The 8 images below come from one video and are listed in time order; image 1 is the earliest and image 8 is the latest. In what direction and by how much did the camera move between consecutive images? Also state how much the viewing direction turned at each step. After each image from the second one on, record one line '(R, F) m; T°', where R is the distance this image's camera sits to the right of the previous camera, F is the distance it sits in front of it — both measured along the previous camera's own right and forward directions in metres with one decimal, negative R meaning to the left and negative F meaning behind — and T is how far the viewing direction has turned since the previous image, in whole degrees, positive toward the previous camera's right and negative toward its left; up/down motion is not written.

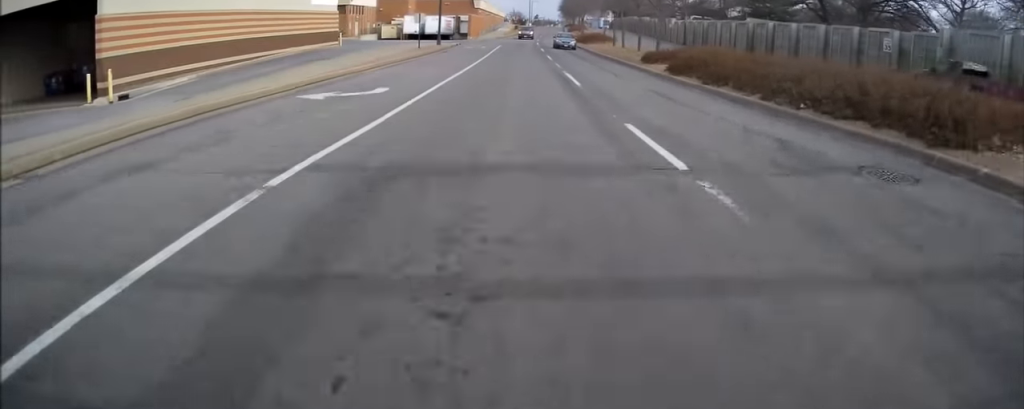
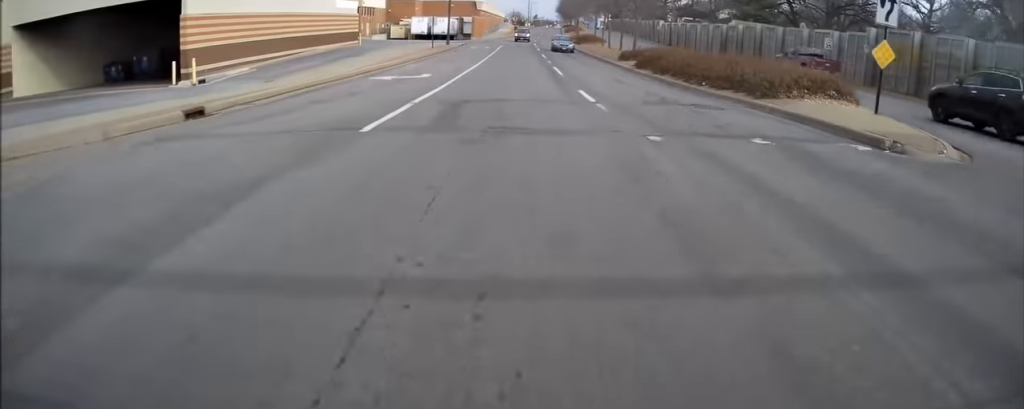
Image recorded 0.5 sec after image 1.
(0.0, +7.4) m; 0°
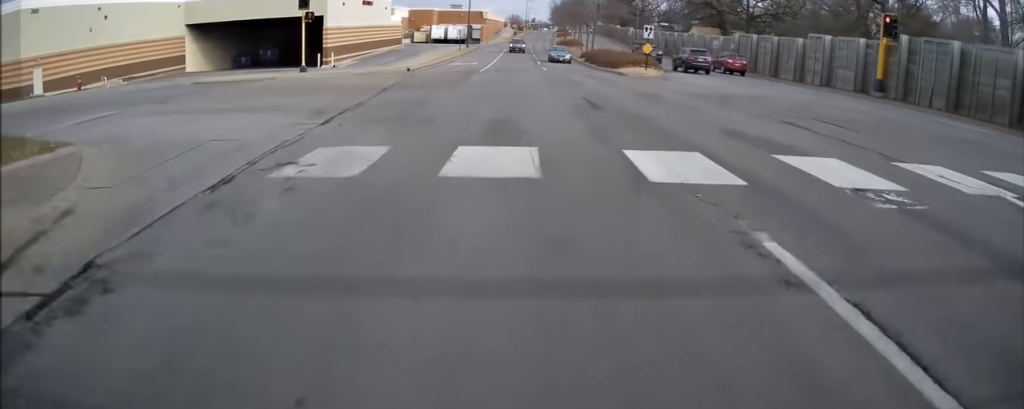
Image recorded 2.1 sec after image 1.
(0.0, +24.8) m; 0°
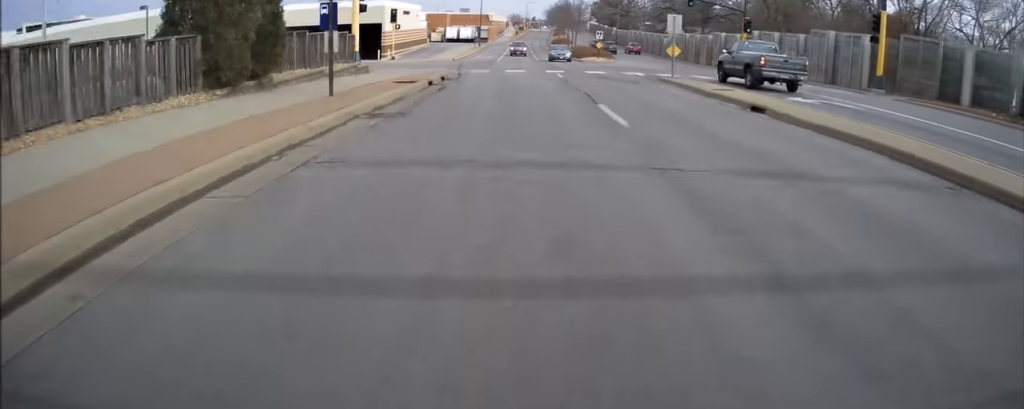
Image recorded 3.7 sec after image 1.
(0.0, +23.9) m; 0°
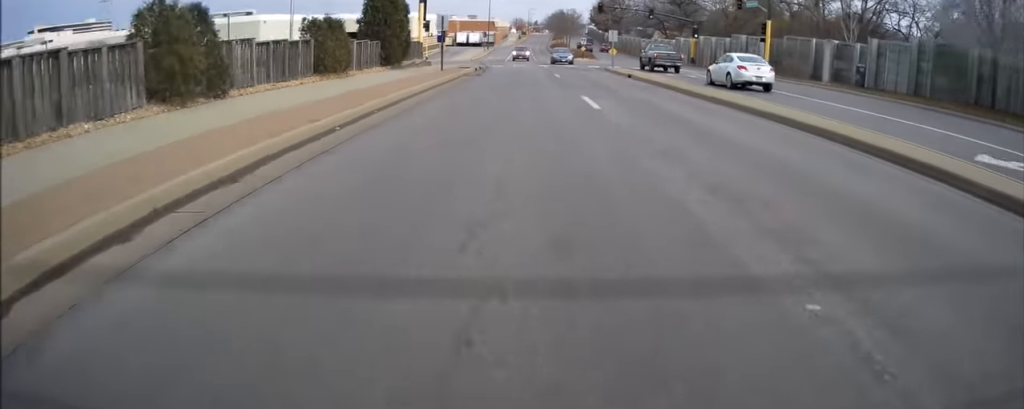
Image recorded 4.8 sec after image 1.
(0.0, +18.1) m; 0°
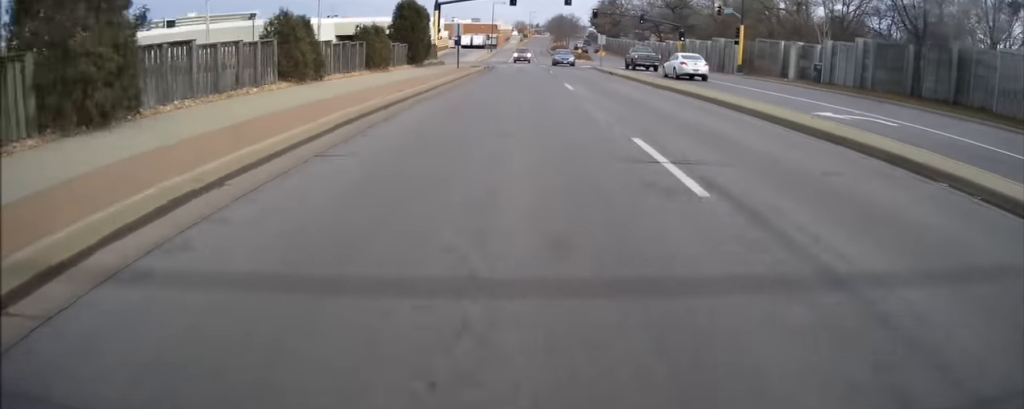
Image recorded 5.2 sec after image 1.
(0.0, +7.0) m; 0°
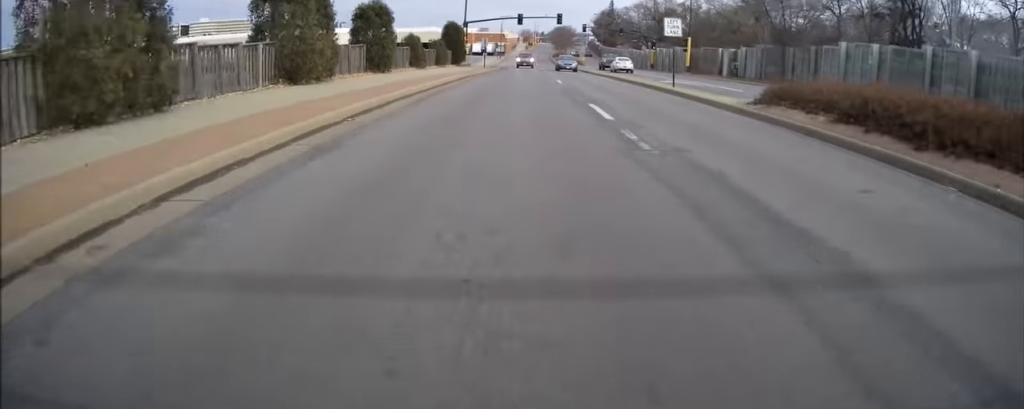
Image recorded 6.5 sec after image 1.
(-0.1, +21.5) m; -2°
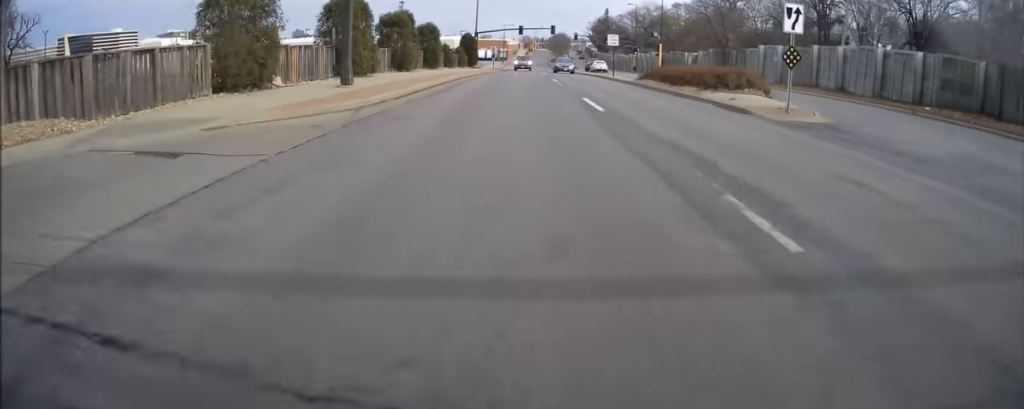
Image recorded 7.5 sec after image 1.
(-0.3, +16.8) m; 0°
